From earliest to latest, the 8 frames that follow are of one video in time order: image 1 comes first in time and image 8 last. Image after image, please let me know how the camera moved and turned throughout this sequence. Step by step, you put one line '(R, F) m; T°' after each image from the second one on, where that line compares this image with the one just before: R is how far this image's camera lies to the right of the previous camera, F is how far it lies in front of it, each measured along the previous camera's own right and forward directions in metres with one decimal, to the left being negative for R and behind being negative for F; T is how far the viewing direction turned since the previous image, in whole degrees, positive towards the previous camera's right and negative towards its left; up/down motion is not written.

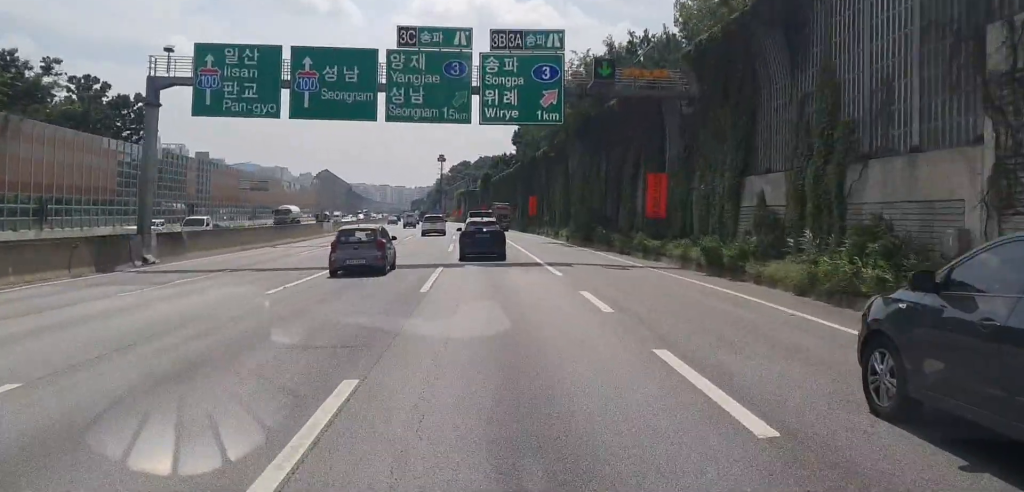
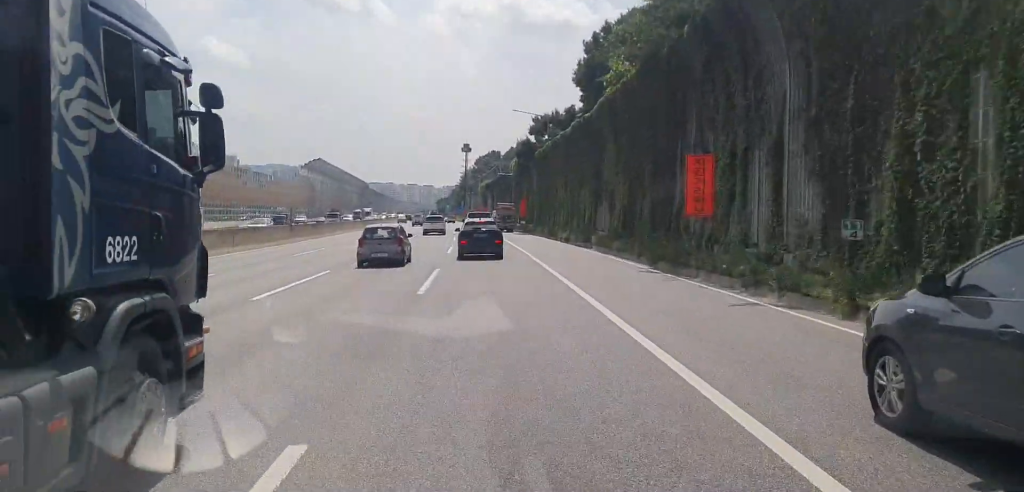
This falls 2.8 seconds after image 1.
(-0.1, +57.9) m; -1°
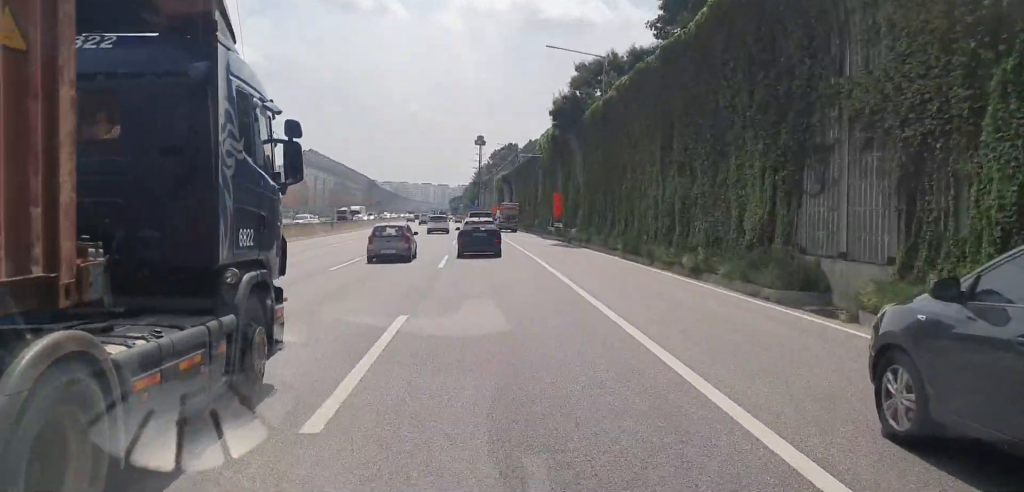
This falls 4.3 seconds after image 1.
(-0.5, +29.6) m; -2°
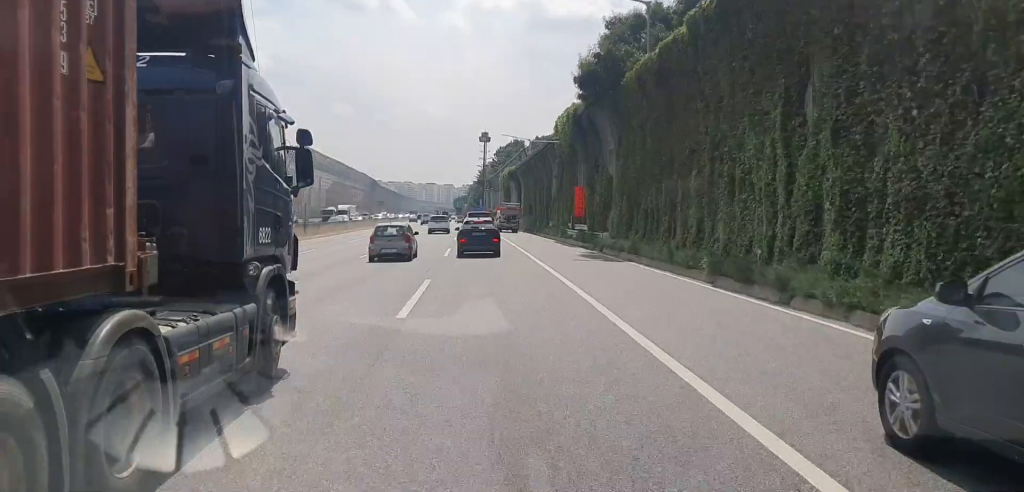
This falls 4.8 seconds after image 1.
(-0.1, +11.9) m; -1°
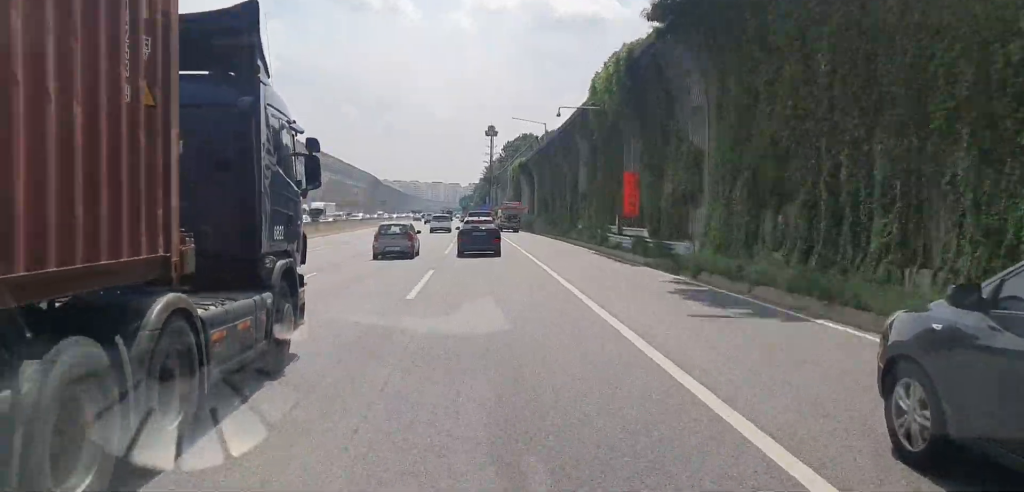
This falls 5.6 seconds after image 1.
(-0.2, +16.8) m; -1°
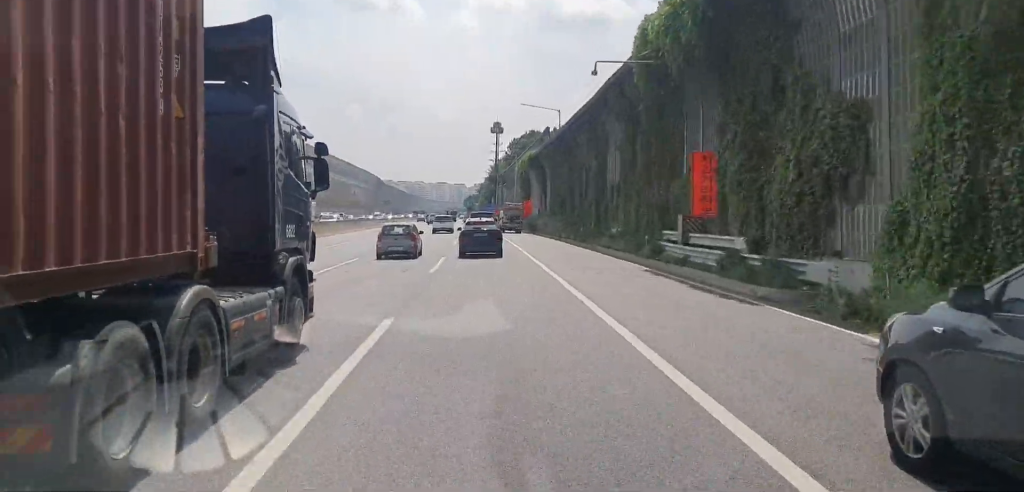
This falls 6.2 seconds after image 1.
(-0.2, +11.9) m; -1°
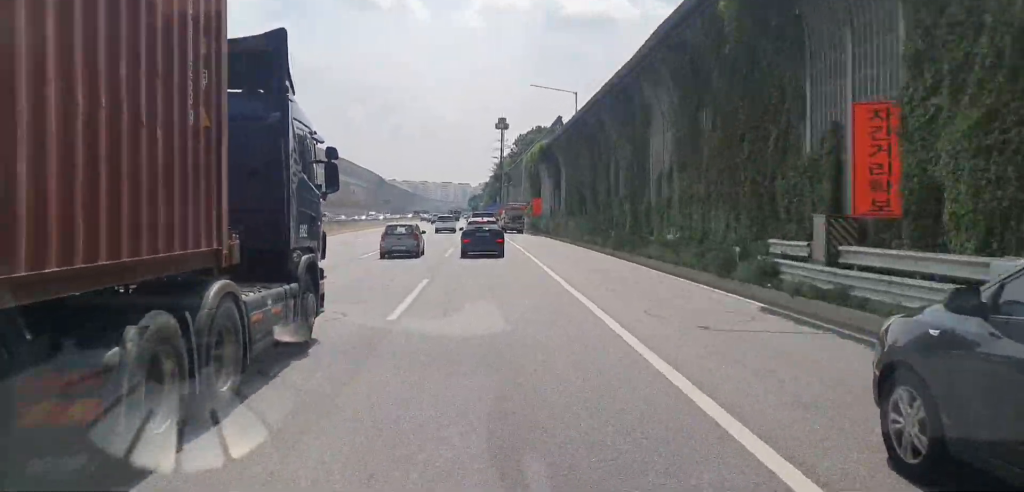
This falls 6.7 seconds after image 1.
(0.0, +9.8) m; 0°
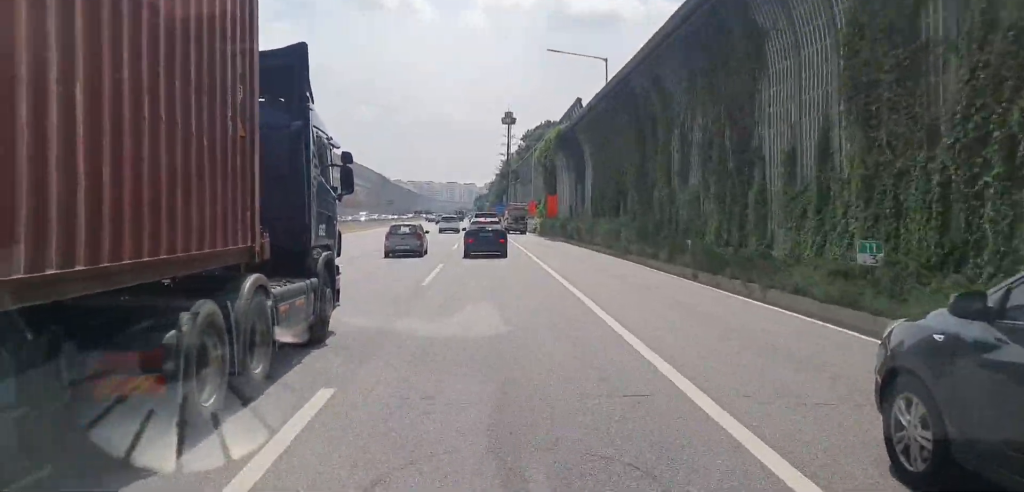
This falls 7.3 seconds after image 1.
(+0.1, +14.0) m; 0°
